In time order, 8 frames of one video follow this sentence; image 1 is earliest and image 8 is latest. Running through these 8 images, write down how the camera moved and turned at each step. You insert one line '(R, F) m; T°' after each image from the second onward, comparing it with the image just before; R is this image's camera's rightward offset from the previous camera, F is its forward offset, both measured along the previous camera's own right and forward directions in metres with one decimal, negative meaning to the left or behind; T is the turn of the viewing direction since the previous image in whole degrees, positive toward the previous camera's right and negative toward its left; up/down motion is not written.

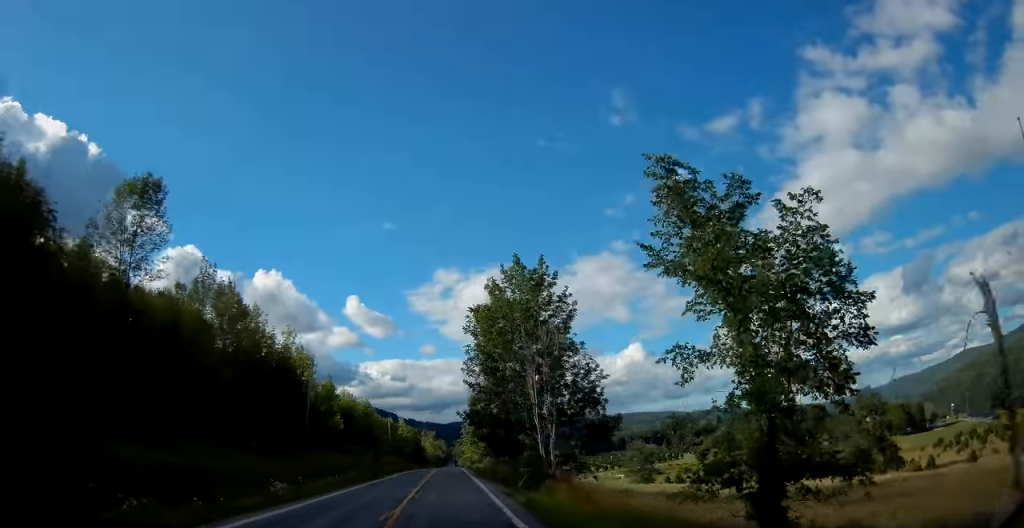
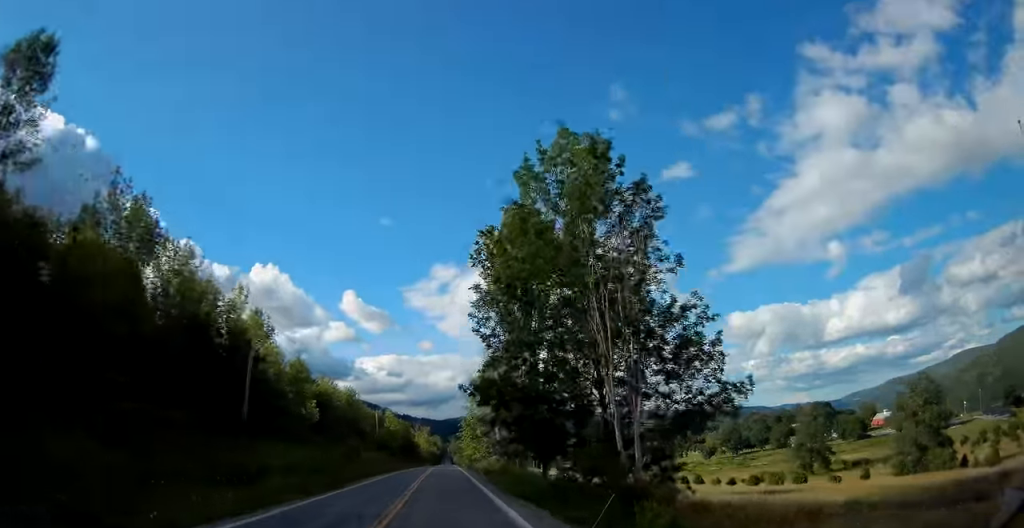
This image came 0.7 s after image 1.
(+0.2, +17.3) m; +1°
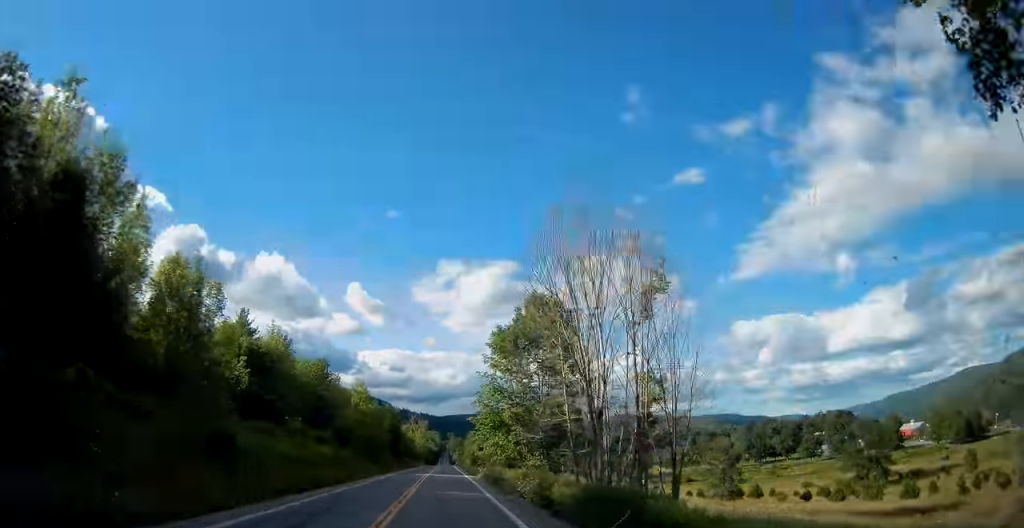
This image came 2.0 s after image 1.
(0.0, +33.1) m; 0°
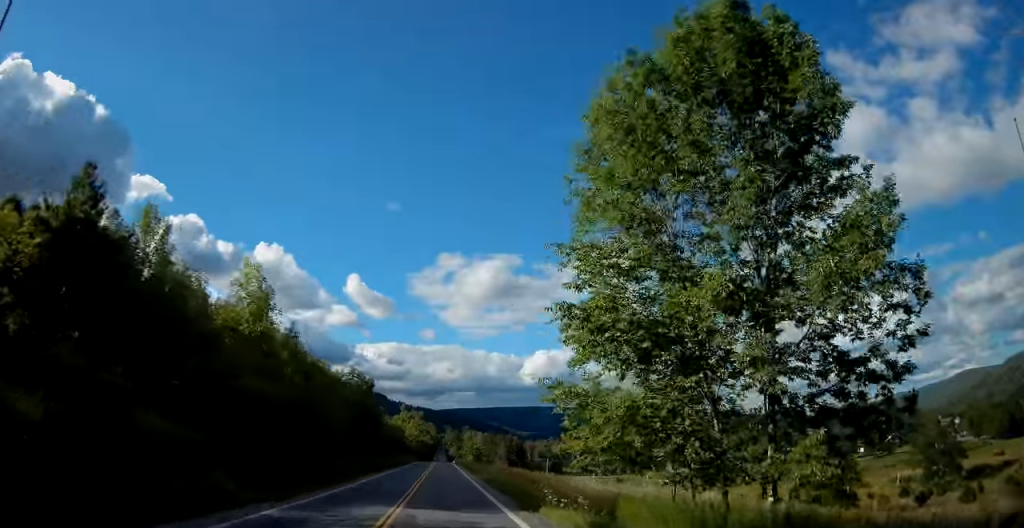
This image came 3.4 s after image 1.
(+0.3, +33.7) m; 0°
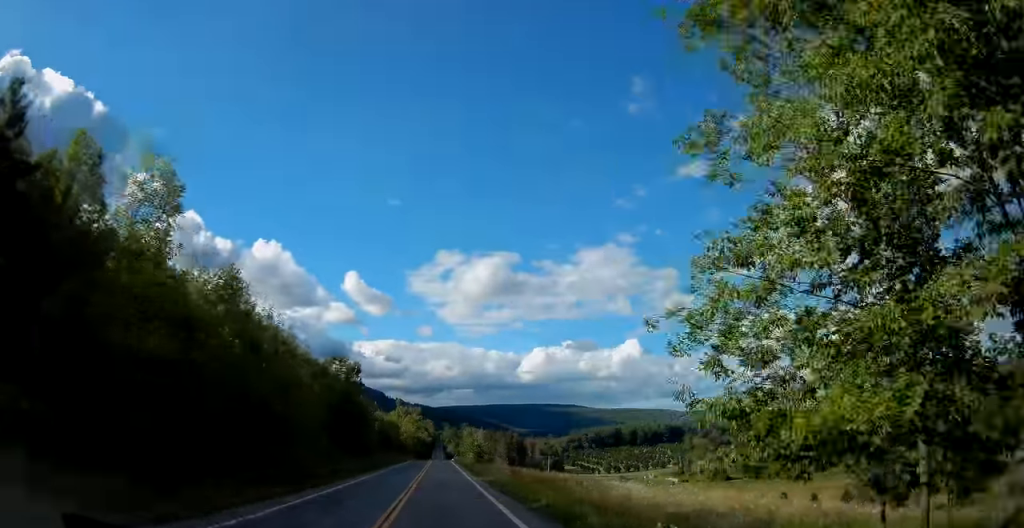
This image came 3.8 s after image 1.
(+0.1, +9.8) m; 0°
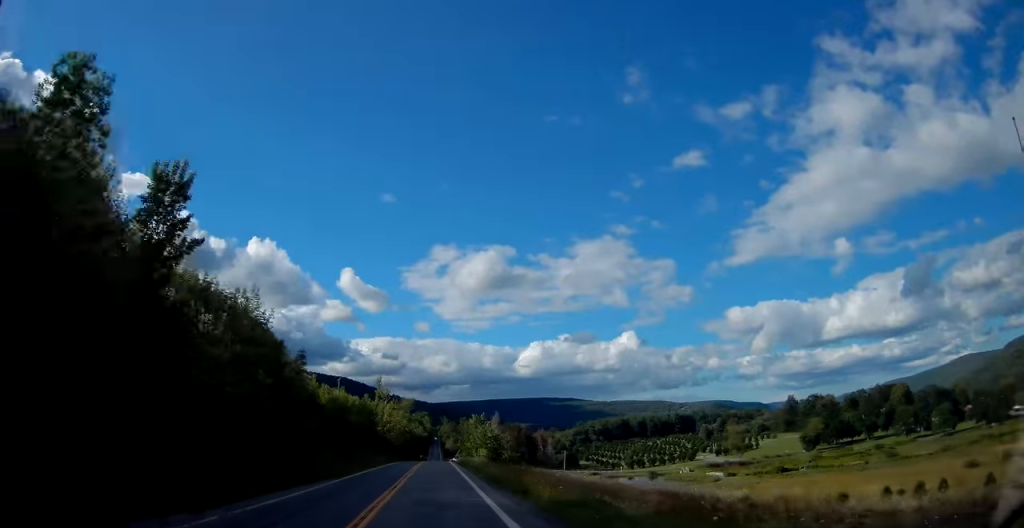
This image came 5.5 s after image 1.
(-0.2, +40.6) m; 0°
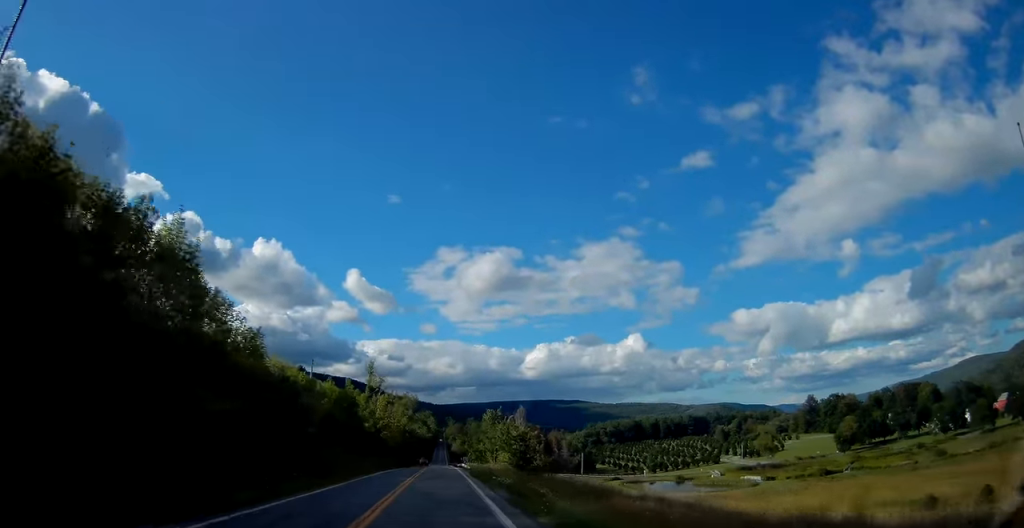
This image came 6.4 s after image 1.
(-0.1, +21.9) m; 0°
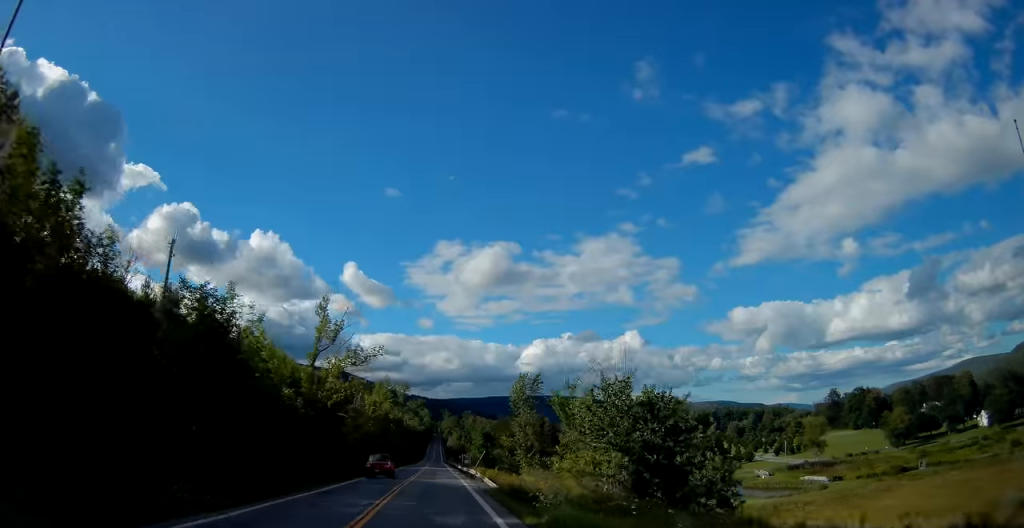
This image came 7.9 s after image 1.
(+0.2, +36.6) m; 0°
